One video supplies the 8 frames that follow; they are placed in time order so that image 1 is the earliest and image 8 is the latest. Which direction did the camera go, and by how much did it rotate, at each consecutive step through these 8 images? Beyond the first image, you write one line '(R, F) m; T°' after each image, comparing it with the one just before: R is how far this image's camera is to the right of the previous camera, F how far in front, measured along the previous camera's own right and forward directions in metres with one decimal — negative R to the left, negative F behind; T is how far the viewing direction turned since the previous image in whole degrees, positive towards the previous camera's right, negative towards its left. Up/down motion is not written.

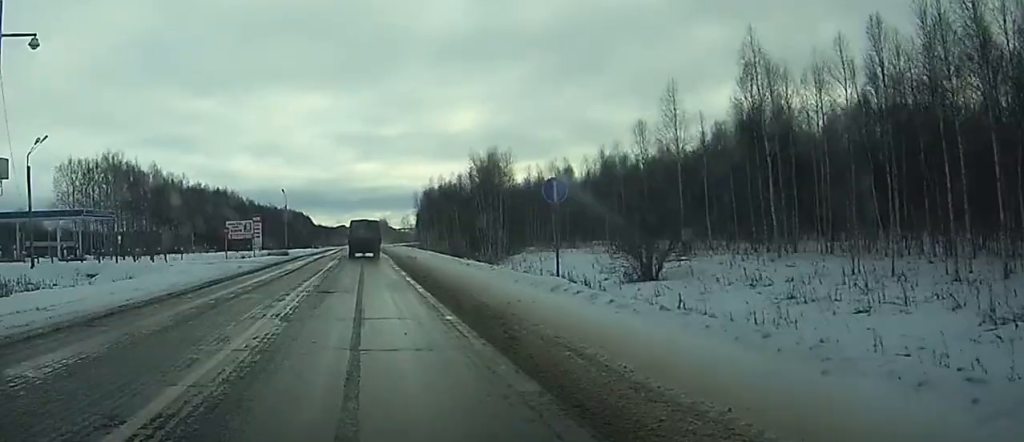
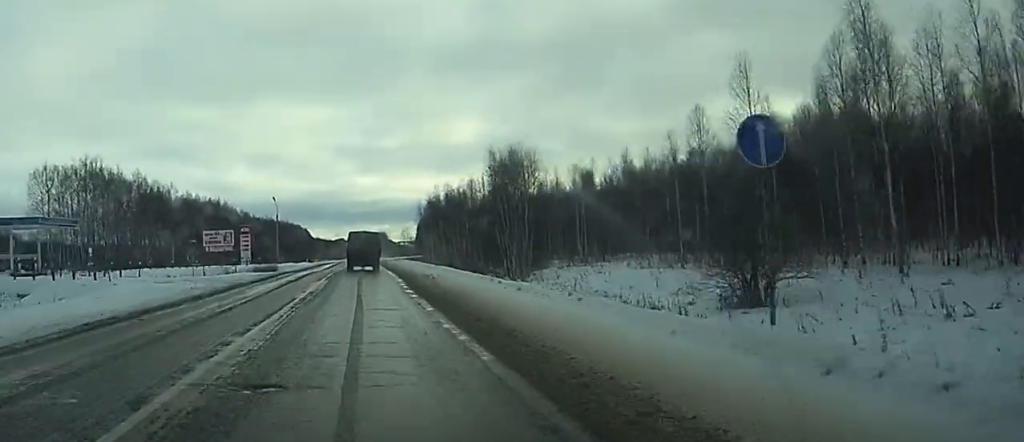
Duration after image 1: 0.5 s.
(+0.1, +13.3) m; +1°
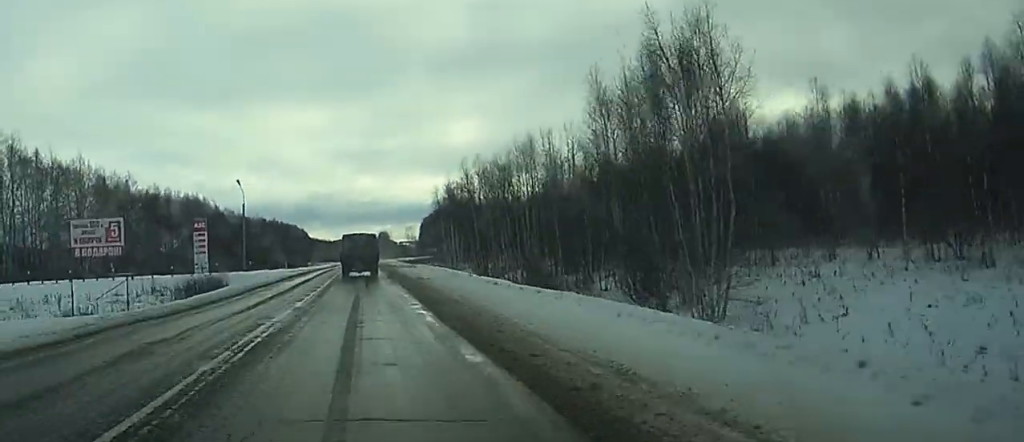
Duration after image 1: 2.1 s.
(+1.2, +37.9) m; +2°
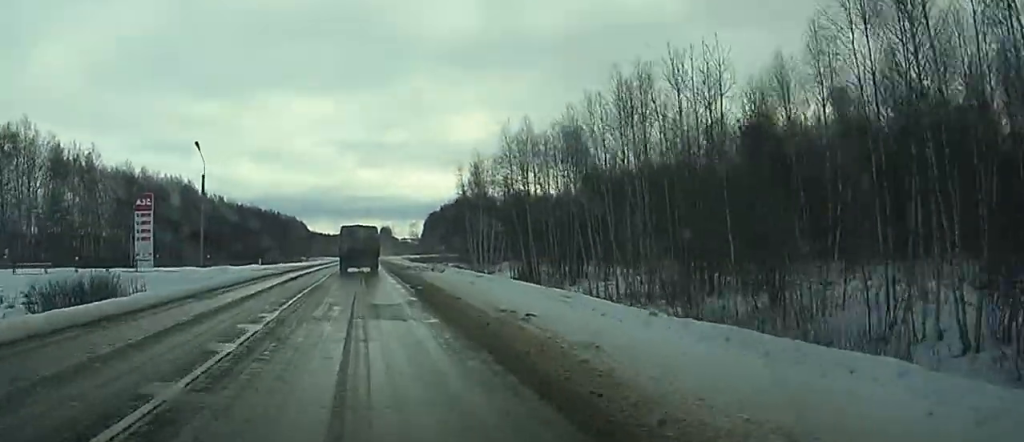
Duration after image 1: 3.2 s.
(0.0, +26.6) m; -1°
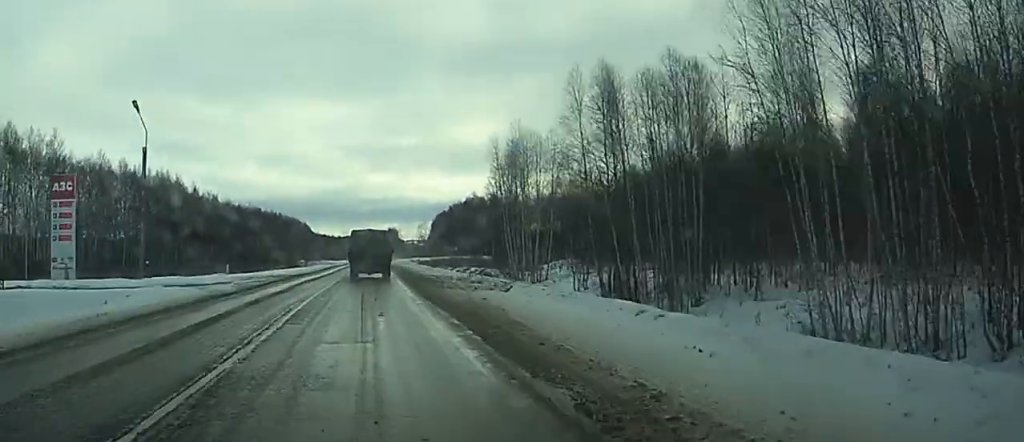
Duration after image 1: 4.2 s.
(-0.4, +21.5) m; -1°
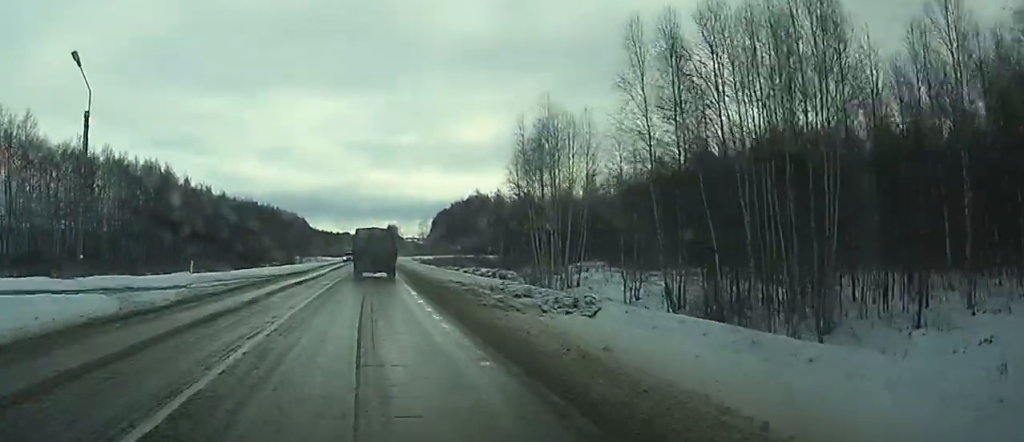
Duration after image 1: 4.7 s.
(0.0, +11.4) m; 0°
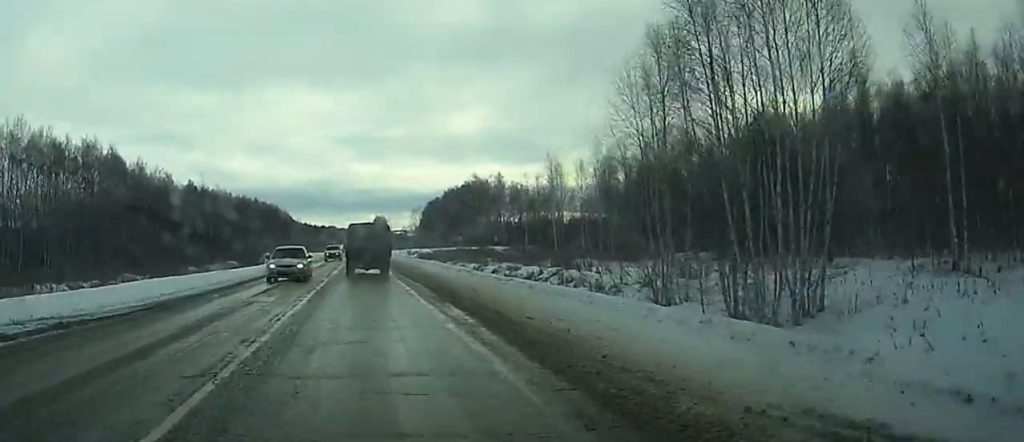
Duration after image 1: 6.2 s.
(+0.1, +35.2) m; 0°
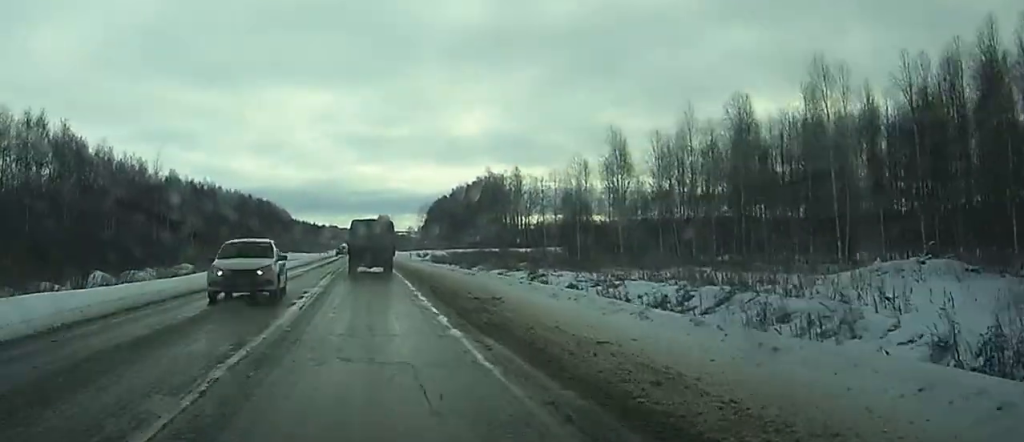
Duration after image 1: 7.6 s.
(-0.2, +29.2) m; 0°
